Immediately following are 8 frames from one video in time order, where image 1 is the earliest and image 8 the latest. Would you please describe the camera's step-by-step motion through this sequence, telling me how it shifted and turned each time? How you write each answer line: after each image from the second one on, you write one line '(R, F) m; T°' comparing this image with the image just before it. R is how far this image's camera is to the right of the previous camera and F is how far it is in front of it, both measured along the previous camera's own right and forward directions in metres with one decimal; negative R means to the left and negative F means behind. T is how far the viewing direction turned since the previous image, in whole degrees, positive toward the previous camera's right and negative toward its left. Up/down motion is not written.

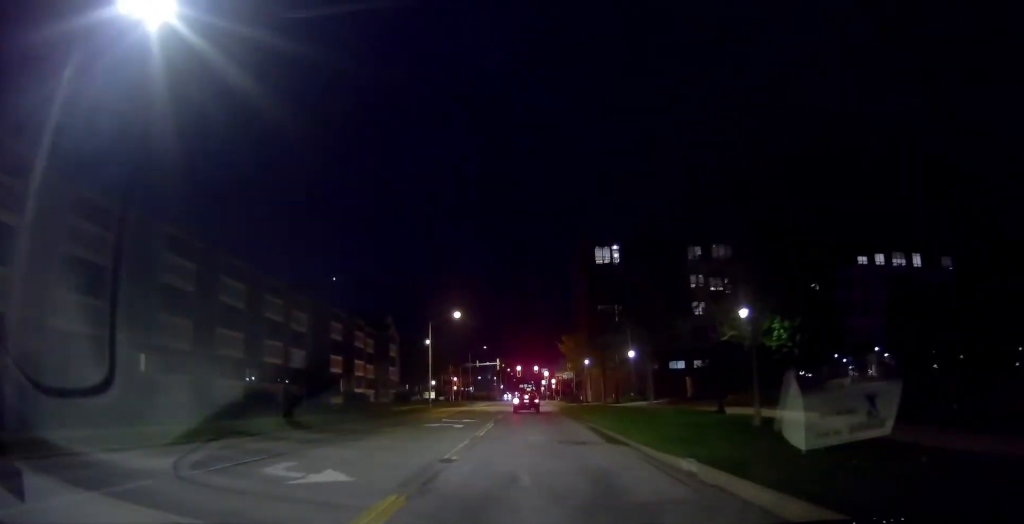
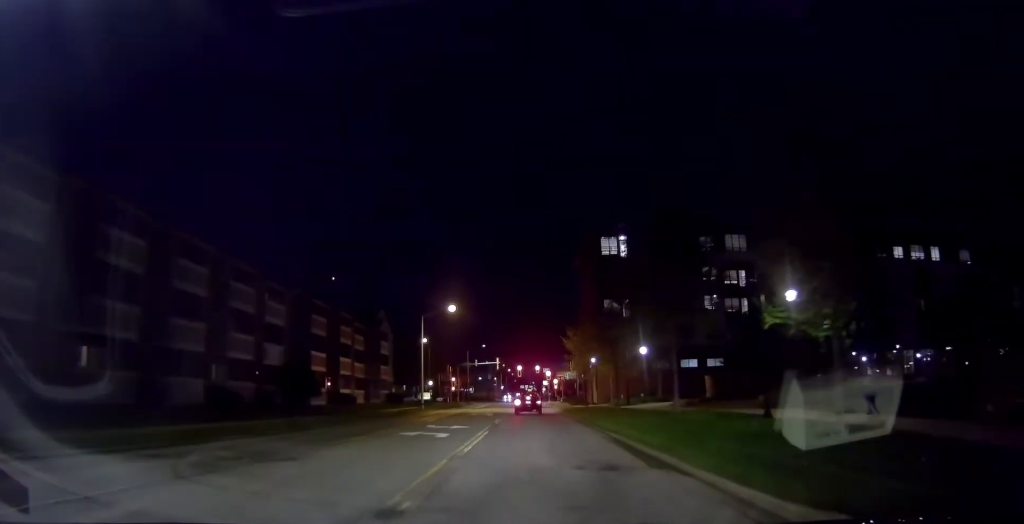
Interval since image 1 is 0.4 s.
(0.0, +4.6) m; 0°
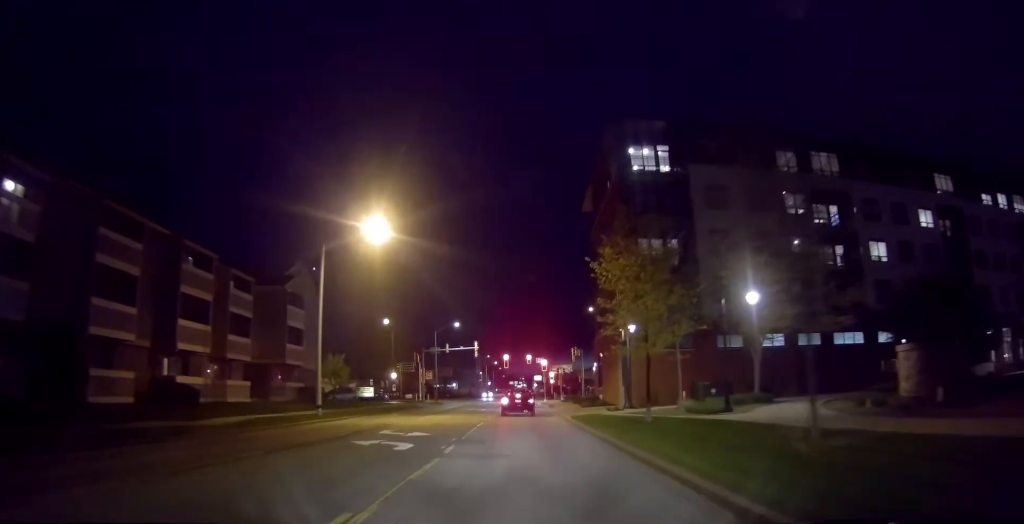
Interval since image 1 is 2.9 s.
(0.0, +25.4) m; 0°
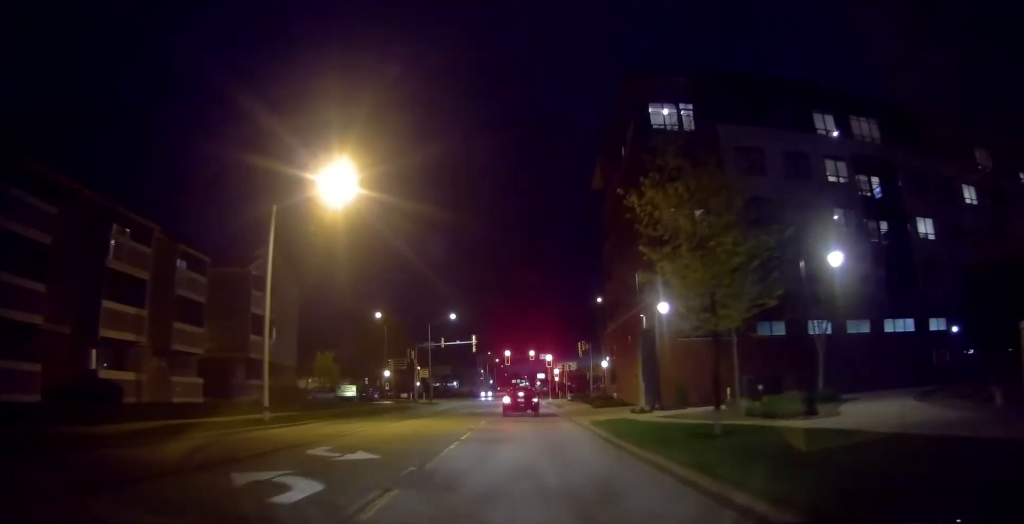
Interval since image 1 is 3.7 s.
(0.0, +7.1) m; 0°
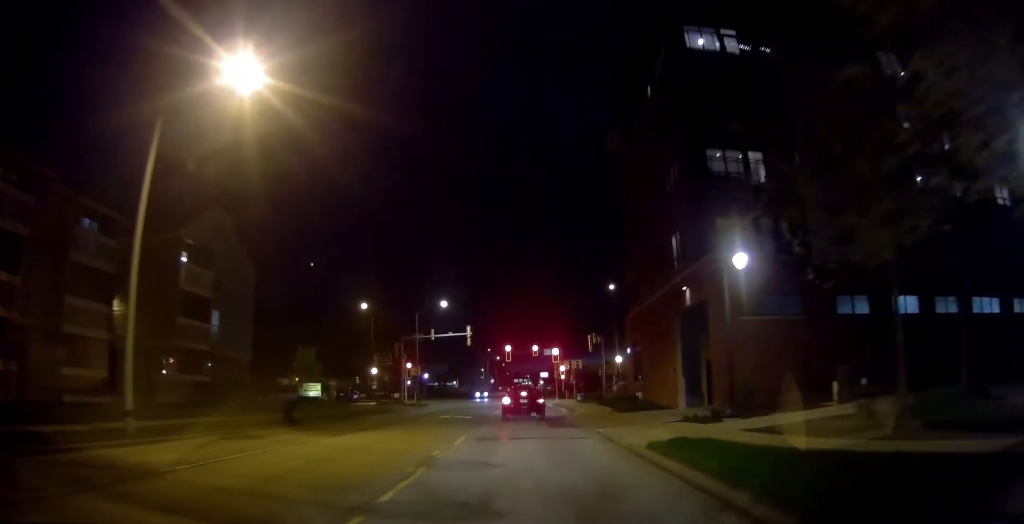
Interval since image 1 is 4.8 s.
(0.0, +9.7) m; 0°
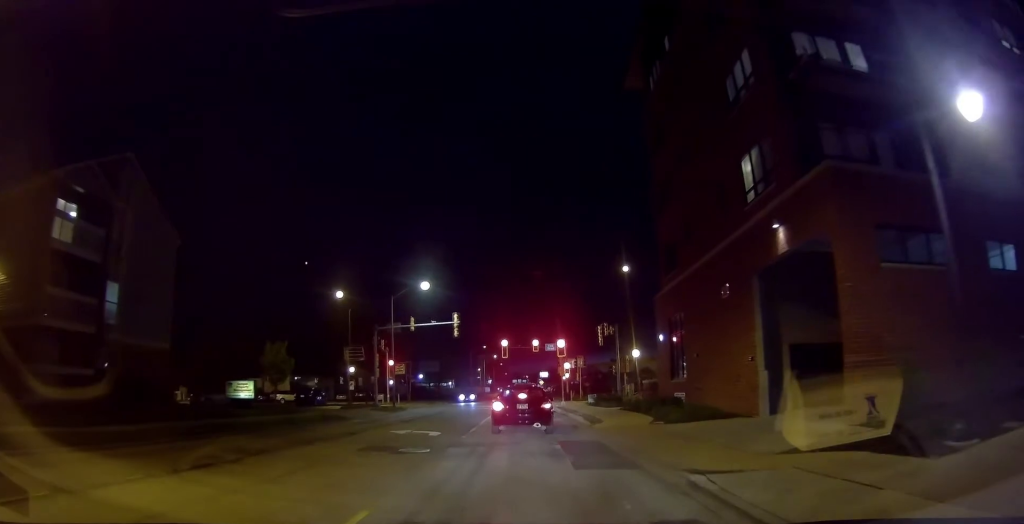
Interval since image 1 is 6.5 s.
(-0.7, +11.5) m; -5°
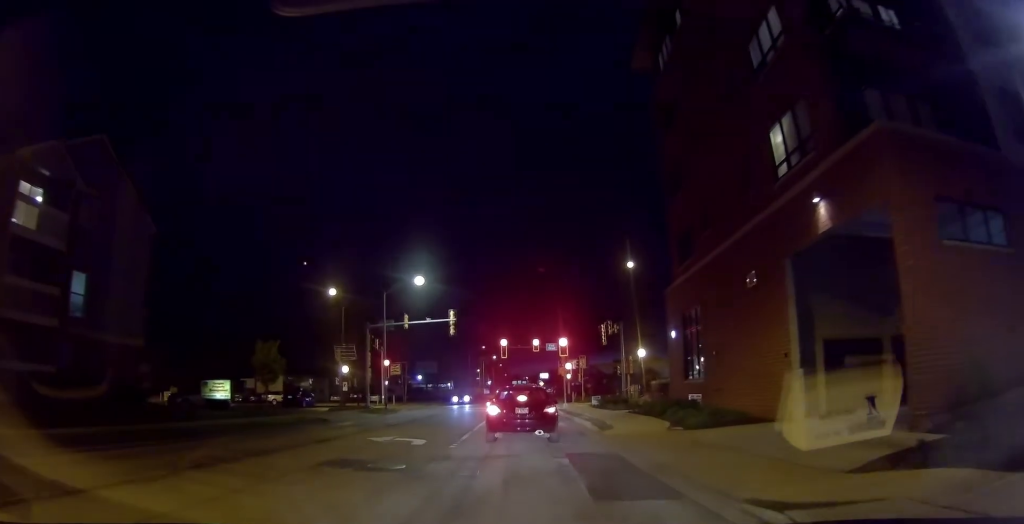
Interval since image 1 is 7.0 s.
(0.0, +3.0) m; +1°
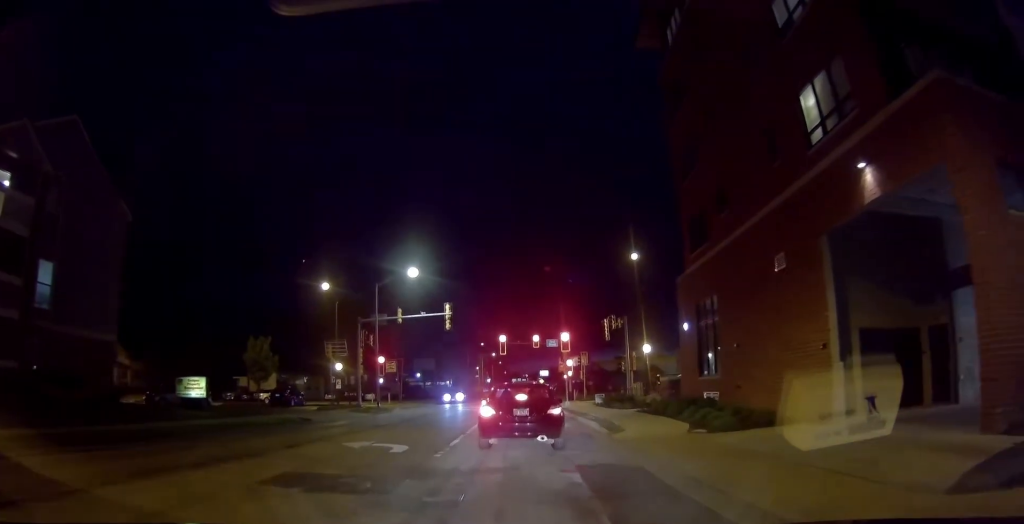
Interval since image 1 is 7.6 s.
(+0.1, +3.0) m; +3°
